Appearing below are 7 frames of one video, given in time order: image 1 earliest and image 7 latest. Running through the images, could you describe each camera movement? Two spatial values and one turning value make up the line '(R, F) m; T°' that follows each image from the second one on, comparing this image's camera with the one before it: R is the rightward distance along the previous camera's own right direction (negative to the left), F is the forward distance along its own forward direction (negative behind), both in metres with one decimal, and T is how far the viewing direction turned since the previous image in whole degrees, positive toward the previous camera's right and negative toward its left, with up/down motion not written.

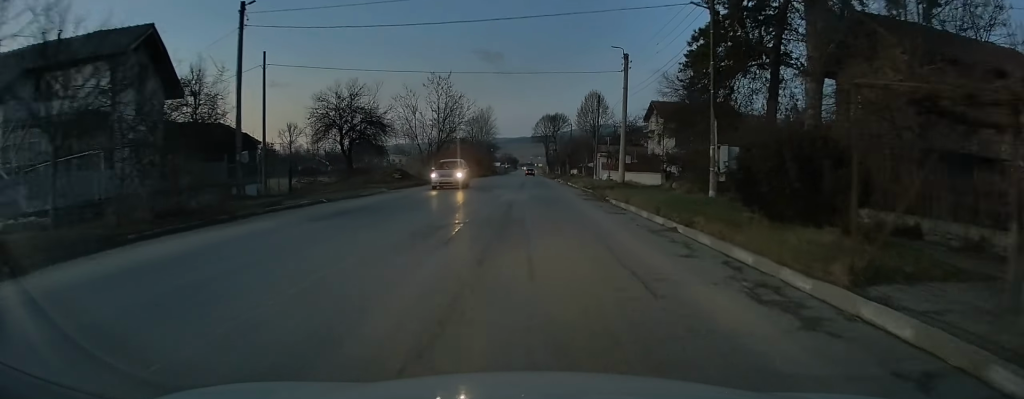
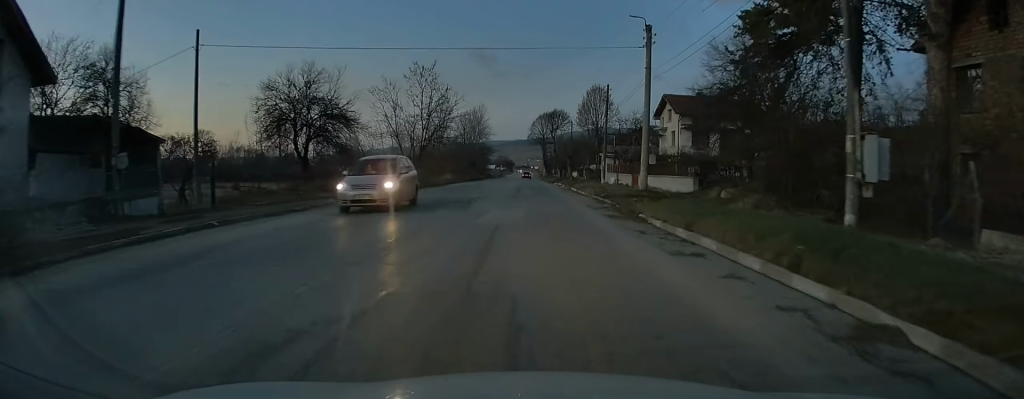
(0.0, +8.6) m; 0°
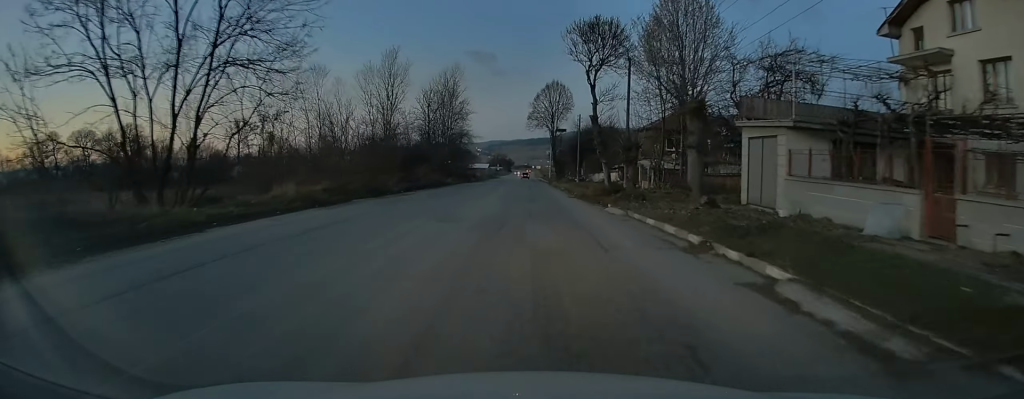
(-0.1, +45.6) m; 0°
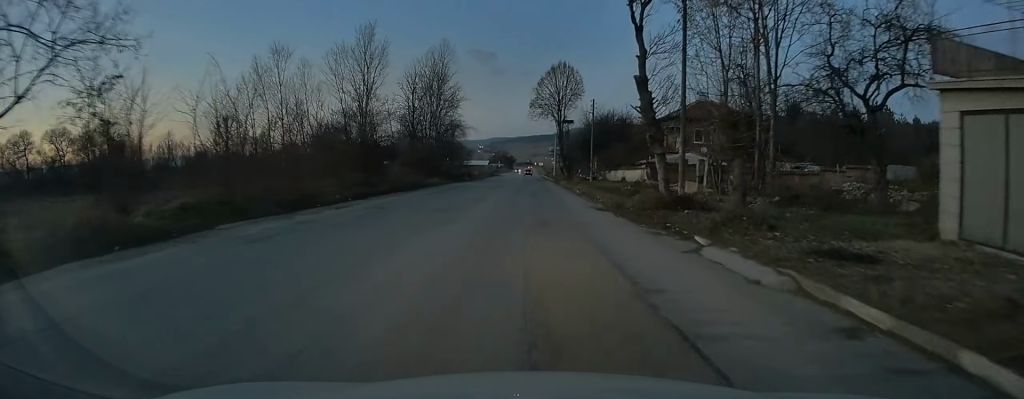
(+0.1, +12.3) m; 0°
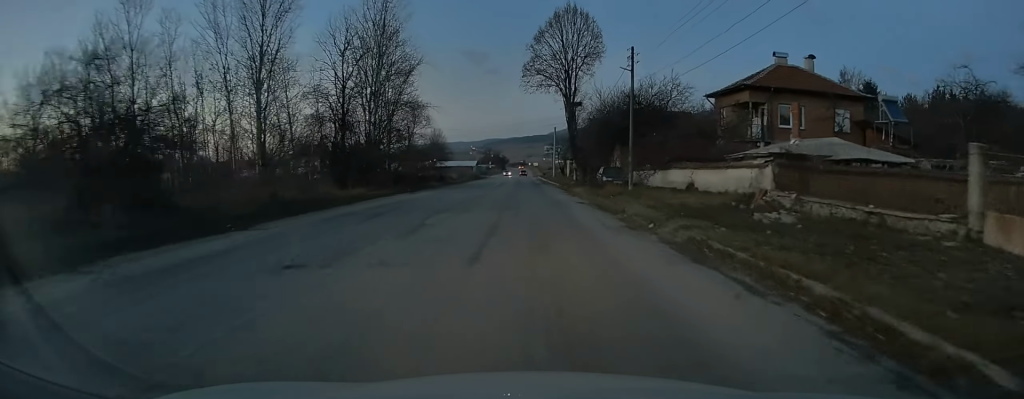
(-0.2, +24.3) m; 0°
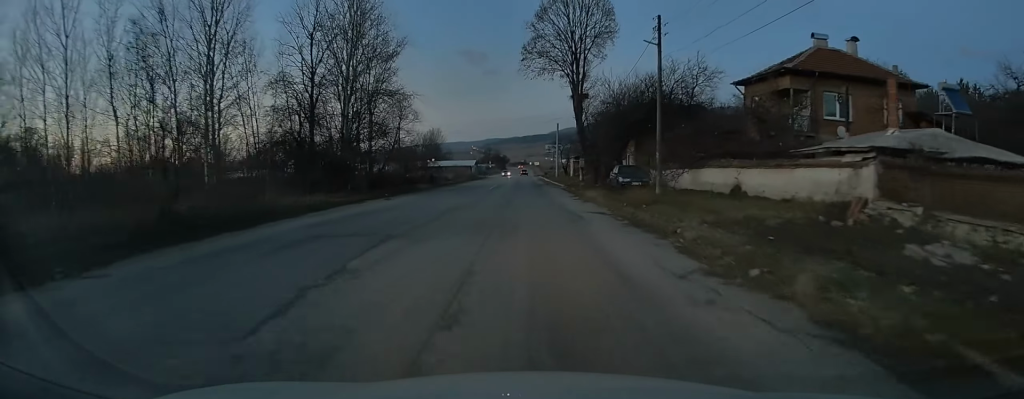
(0.0, +6.8) m; 0°
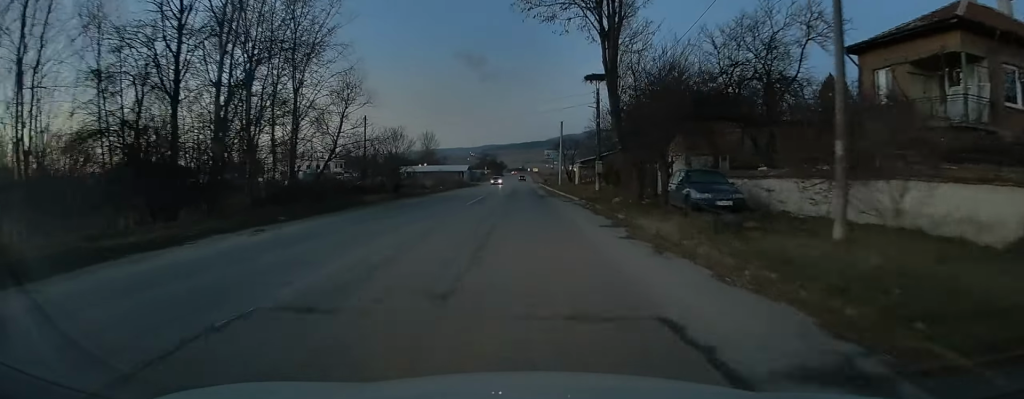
(+0.1, +15.7) m; 0°
